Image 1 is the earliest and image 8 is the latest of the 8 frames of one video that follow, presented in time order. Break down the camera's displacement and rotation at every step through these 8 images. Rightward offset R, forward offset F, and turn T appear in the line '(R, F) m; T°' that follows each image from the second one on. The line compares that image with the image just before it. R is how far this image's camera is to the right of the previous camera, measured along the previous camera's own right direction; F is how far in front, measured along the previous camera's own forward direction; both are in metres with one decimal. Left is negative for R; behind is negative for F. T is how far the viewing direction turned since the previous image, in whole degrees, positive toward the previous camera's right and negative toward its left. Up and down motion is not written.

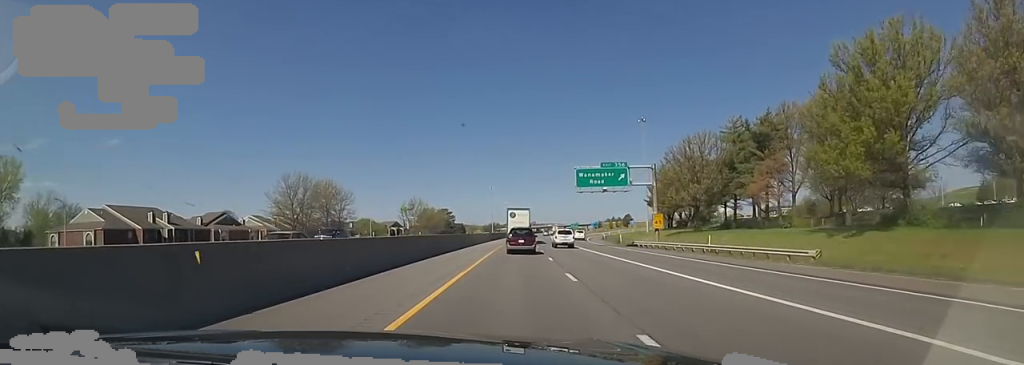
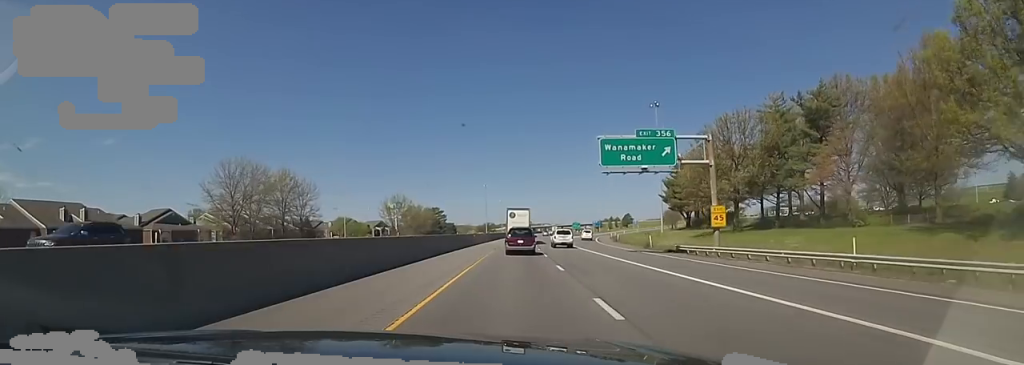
(0.0, +15.9) m; +1°
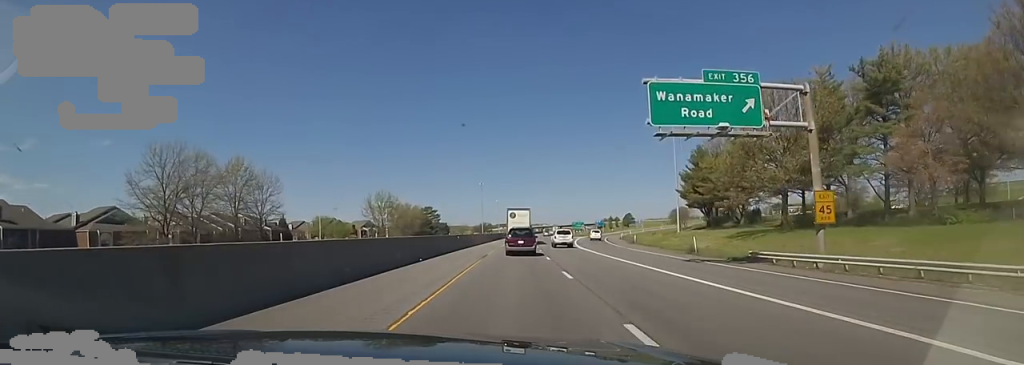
(-0.3, +12.7) m; +1°
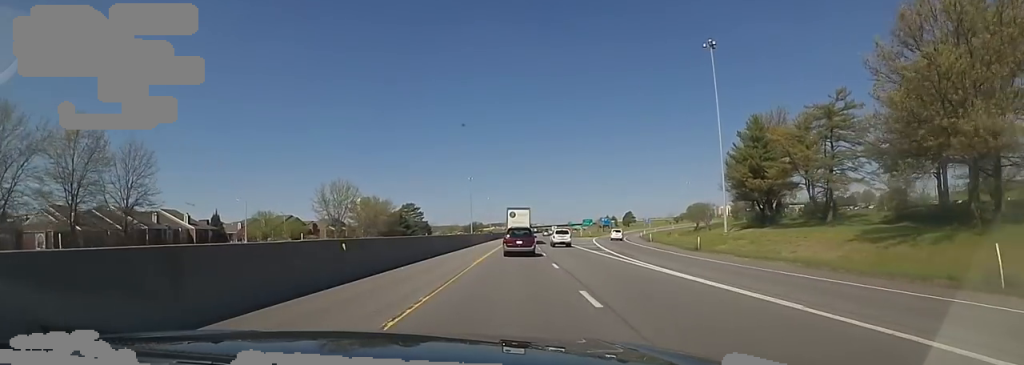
(+0.8, +25.9) m; 0°
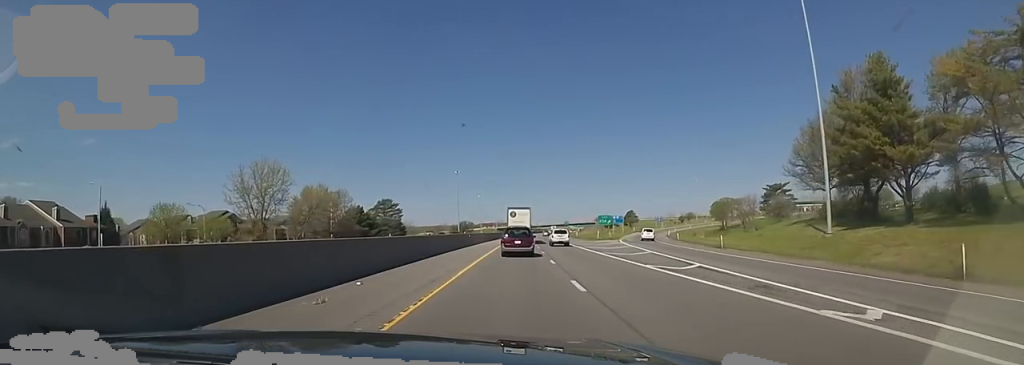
(-0.2, +26.7) m; 0°
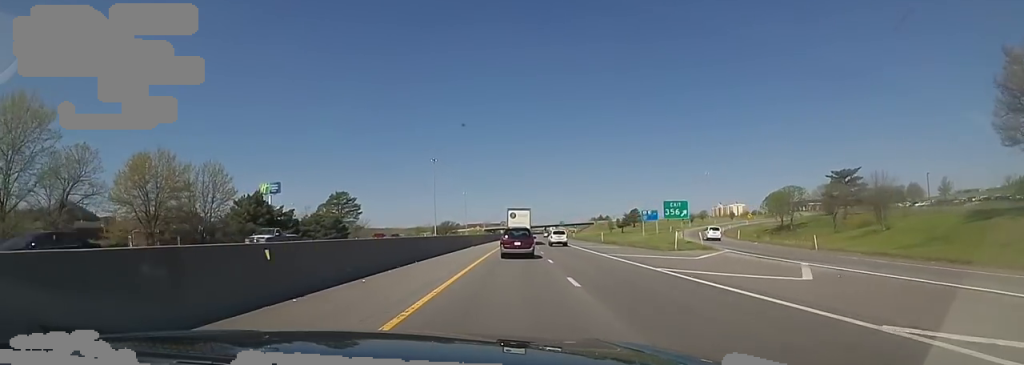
(+0.5, +37.8) m; +2°
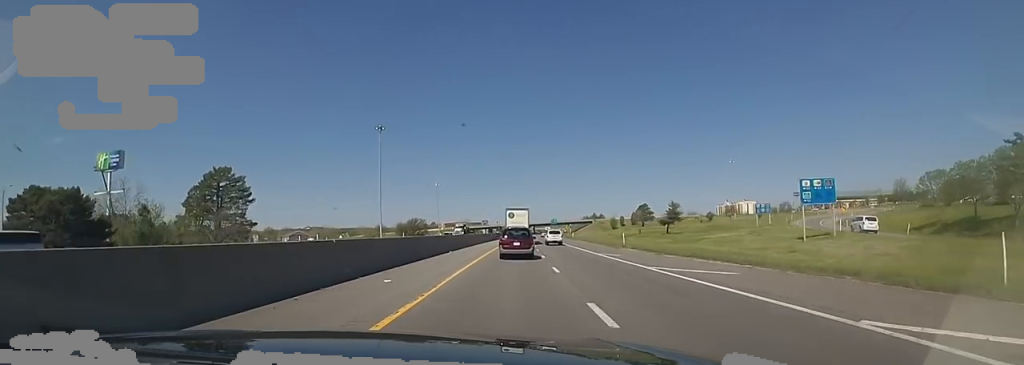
(+0.6, +53.9) m; +2°
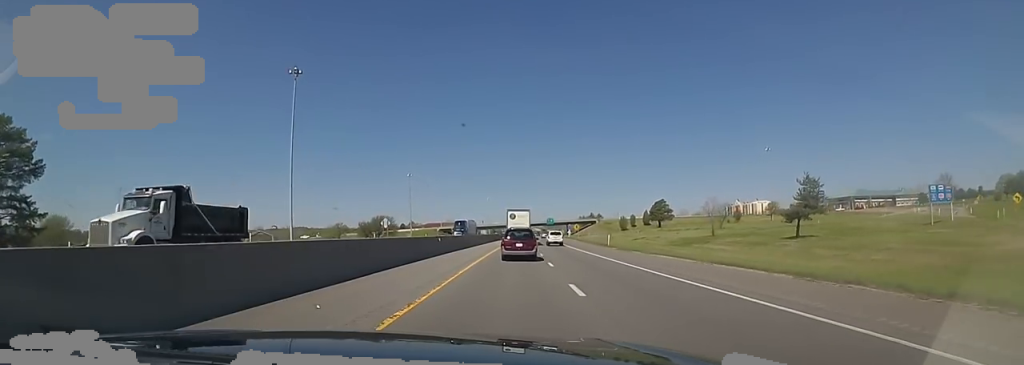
(+1.9, +45.0) m; +2°
